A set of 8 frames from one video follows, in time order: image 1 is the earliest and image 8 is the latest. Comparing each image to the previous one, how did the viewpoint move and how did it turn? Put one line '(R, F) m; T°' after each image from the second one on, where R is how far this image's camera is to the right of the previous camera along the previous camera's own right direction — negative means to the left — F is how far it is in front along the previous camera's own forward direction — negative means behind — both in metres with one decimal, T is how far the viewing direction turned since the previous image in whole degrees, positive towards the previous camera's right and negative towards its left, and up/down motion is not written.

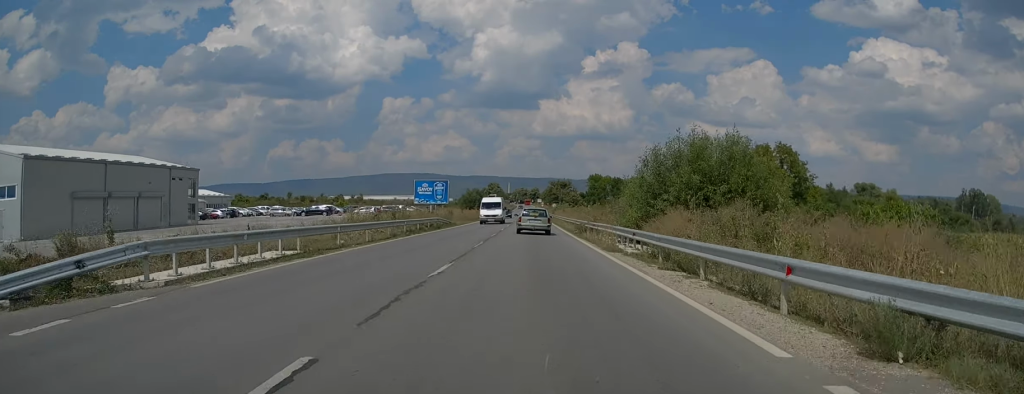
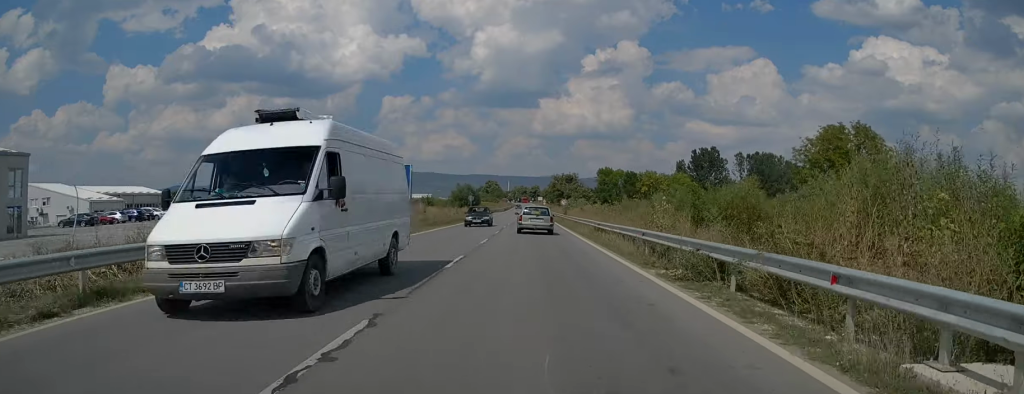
(+0.1, +25.6) m; 0°
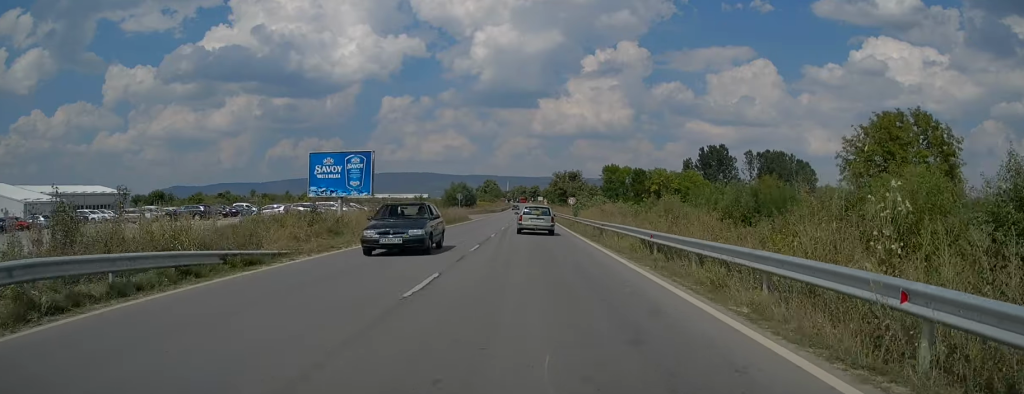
(-0.1, +13.4) m; 0°
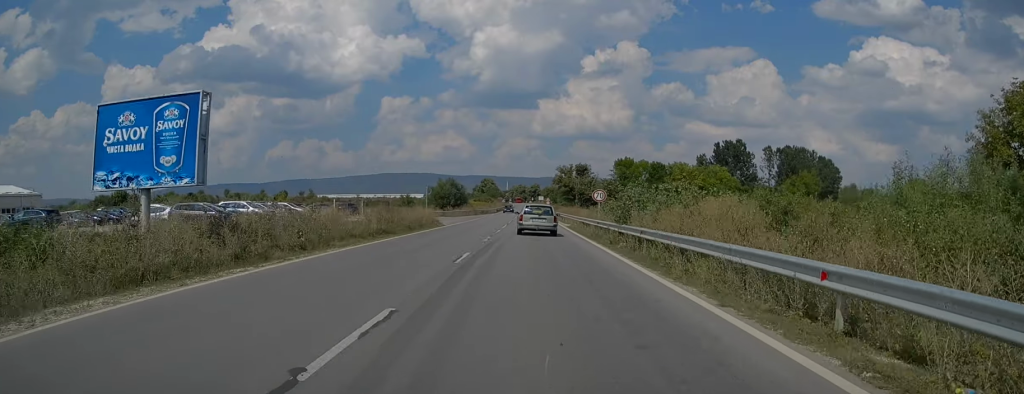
(0.0, +22.5) m; 0°
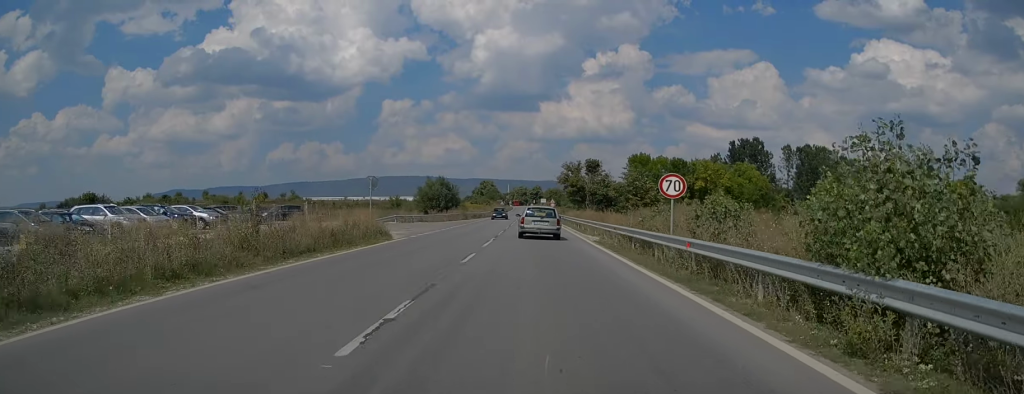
(0.0, +17.5) m; 0°
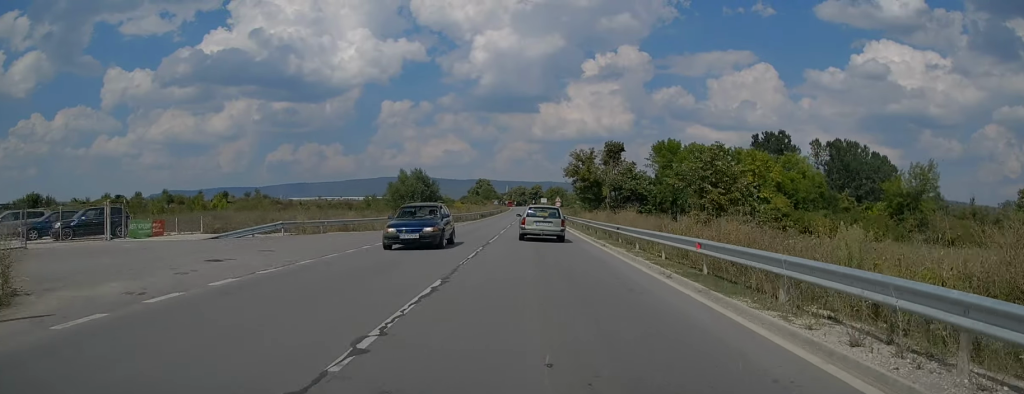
(+0.1, +25.0) m; 0°
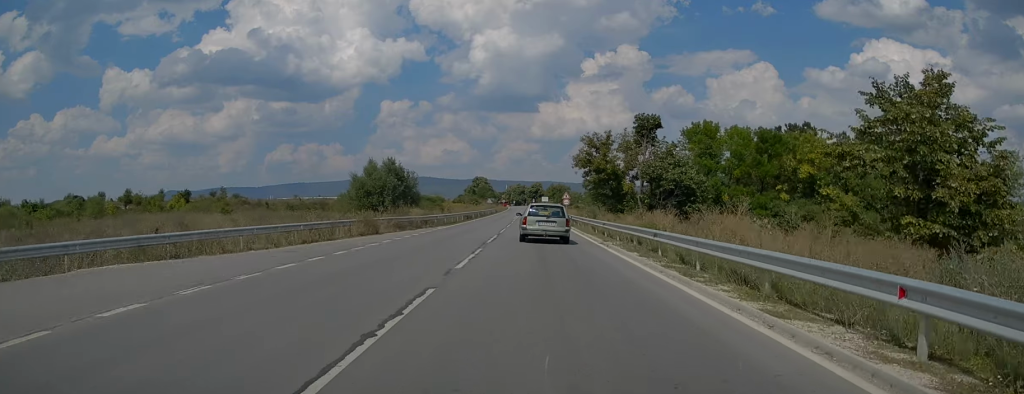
(-0.1, +19.6) m; 0°
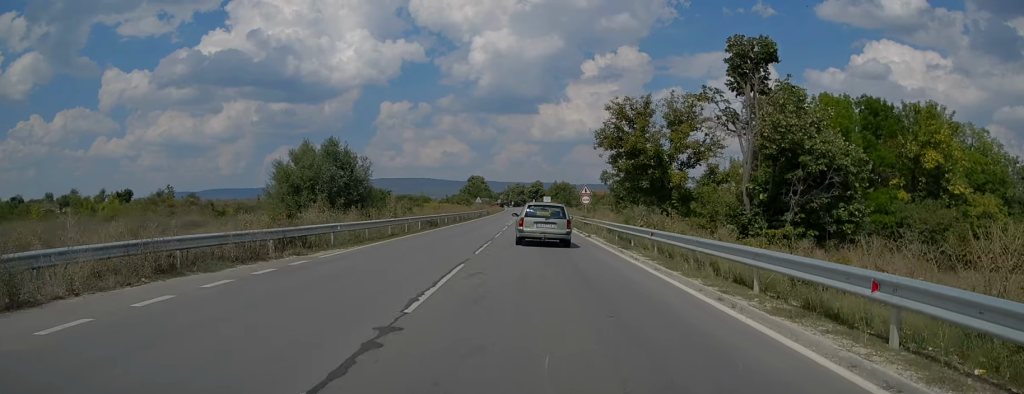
(0.0, +23.9) m; 0°
